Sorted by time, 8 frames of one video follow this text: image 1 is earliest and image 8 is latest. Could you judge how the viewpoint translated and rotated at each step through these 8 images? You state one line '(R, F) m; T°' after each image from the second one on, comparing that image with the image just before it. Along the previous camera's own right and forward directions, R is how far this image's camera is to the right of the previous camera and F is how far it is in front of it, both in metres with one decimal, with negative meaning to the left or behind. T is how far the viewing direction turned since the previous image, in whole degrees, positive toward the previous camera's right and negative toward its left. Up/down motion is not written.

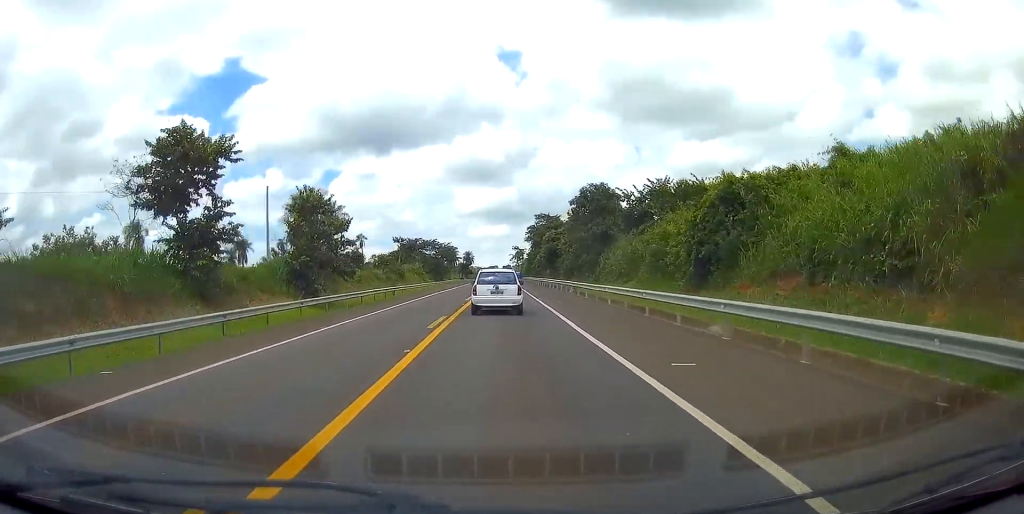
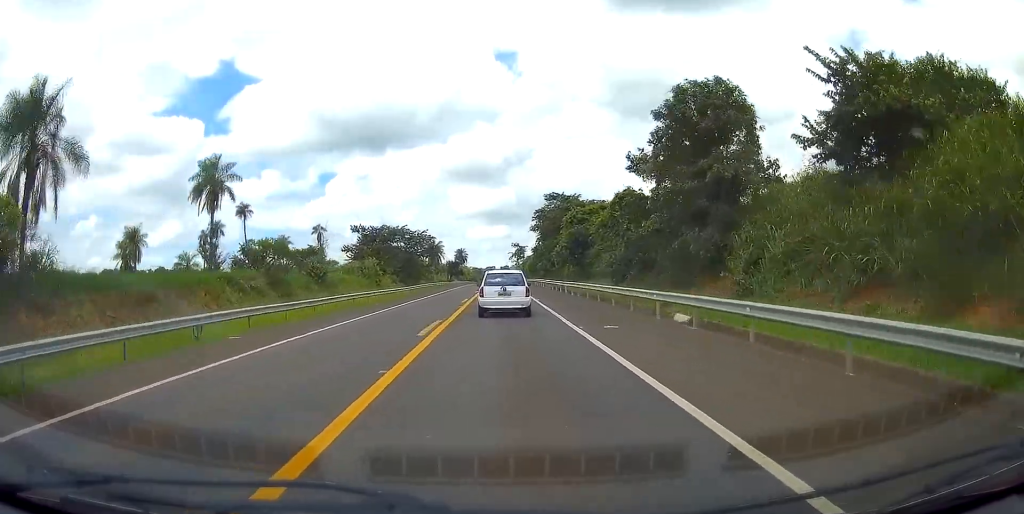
(-0.2, +33.3) m; 0°
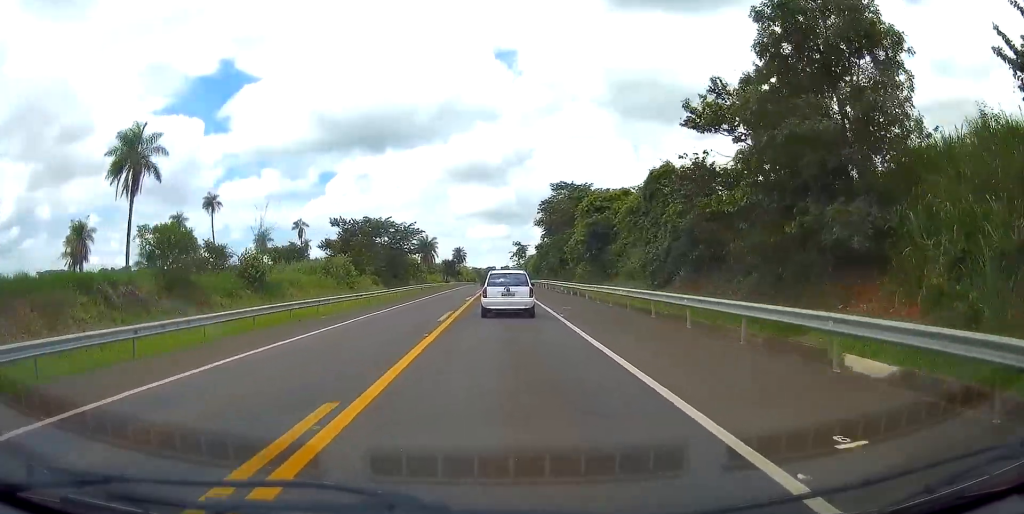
(+0.2, +11.4) m; 0°
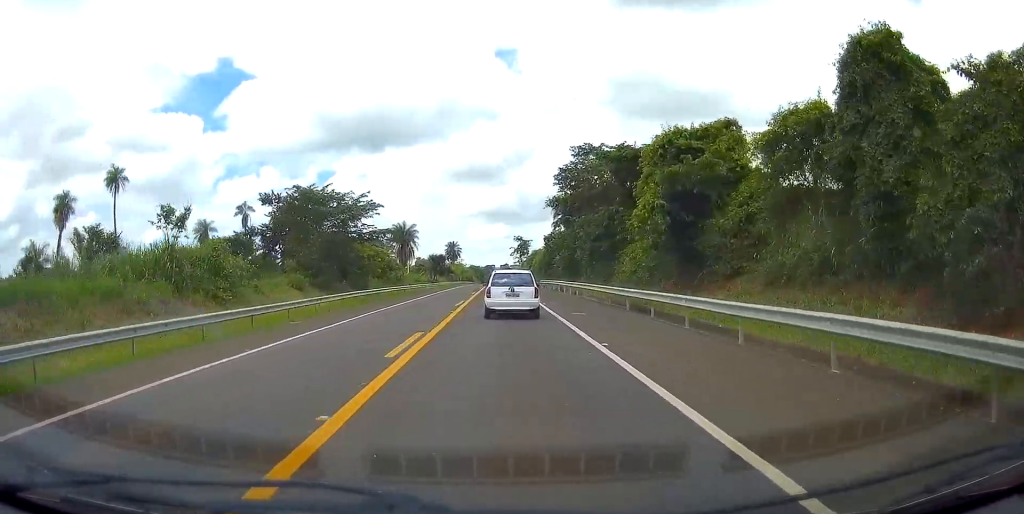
(-0.3, +23.8) m; 0°
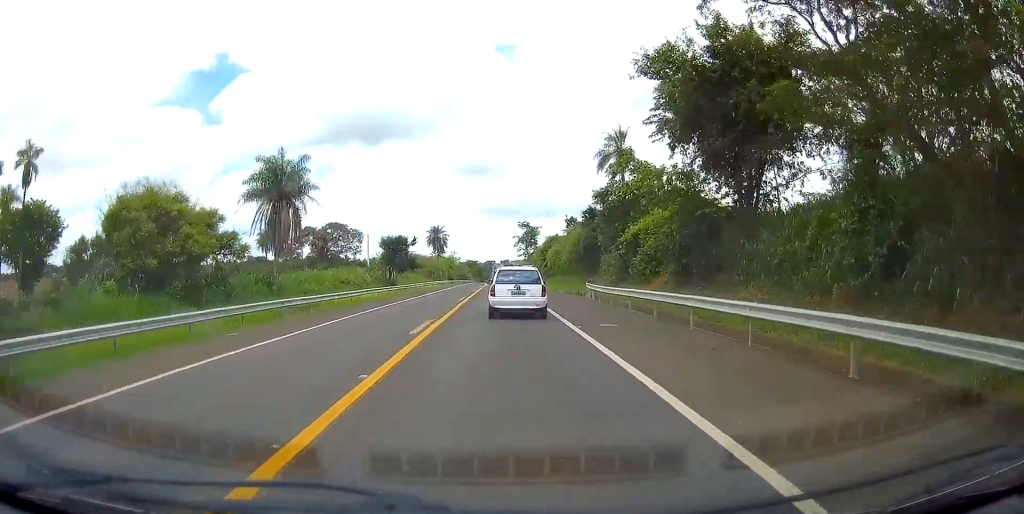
(-0.5, +44.5) m; -1°
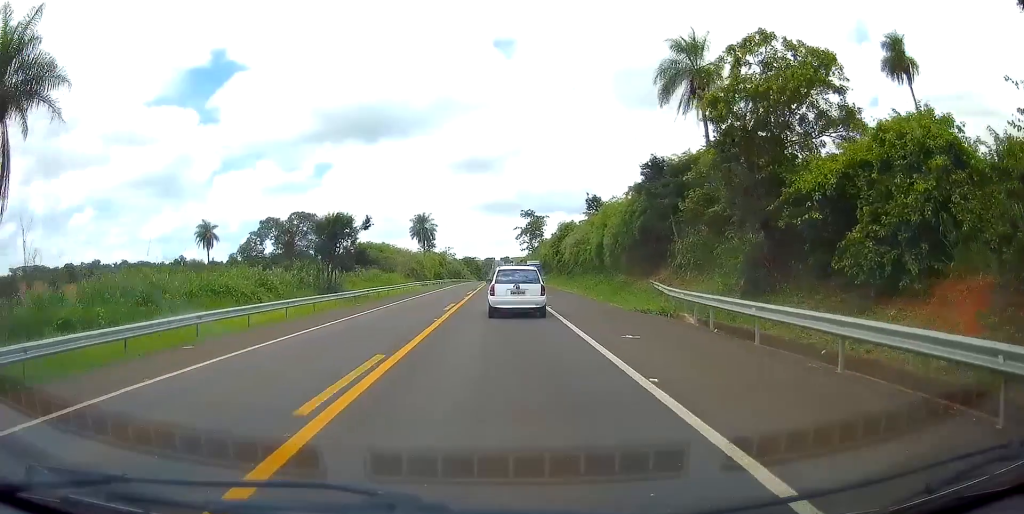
(+0.2, +24.0) m; +1°
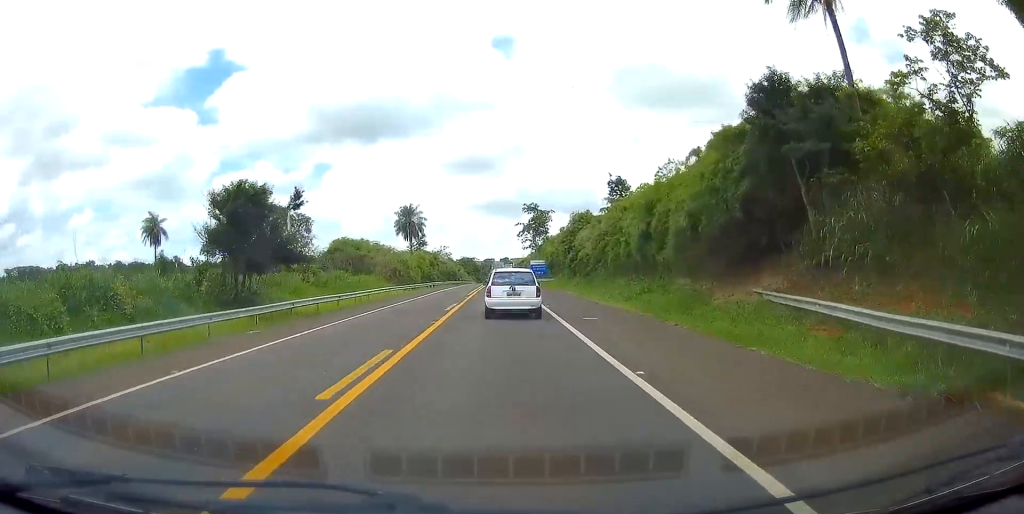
(+0.1, +15.6) m; 0°
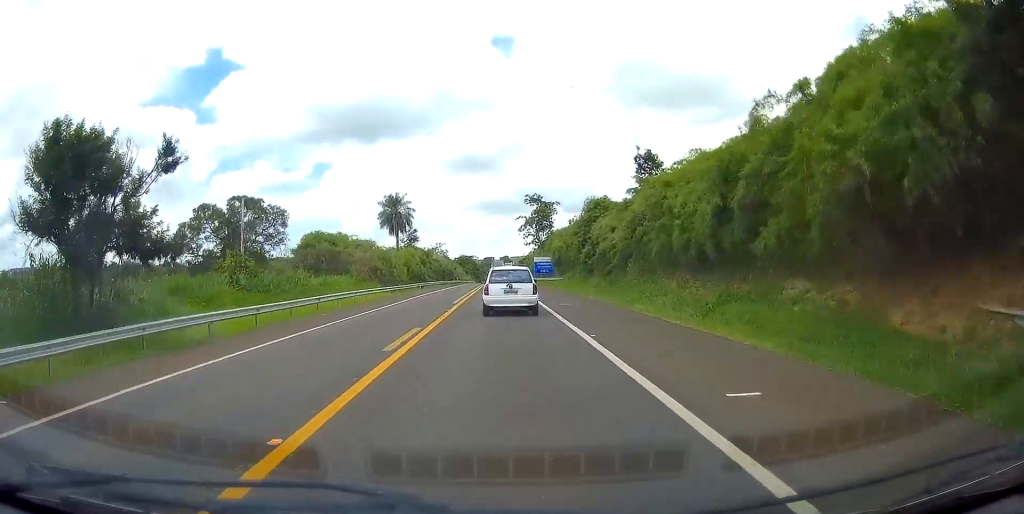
(-0.2, +12.2) m; 0°
